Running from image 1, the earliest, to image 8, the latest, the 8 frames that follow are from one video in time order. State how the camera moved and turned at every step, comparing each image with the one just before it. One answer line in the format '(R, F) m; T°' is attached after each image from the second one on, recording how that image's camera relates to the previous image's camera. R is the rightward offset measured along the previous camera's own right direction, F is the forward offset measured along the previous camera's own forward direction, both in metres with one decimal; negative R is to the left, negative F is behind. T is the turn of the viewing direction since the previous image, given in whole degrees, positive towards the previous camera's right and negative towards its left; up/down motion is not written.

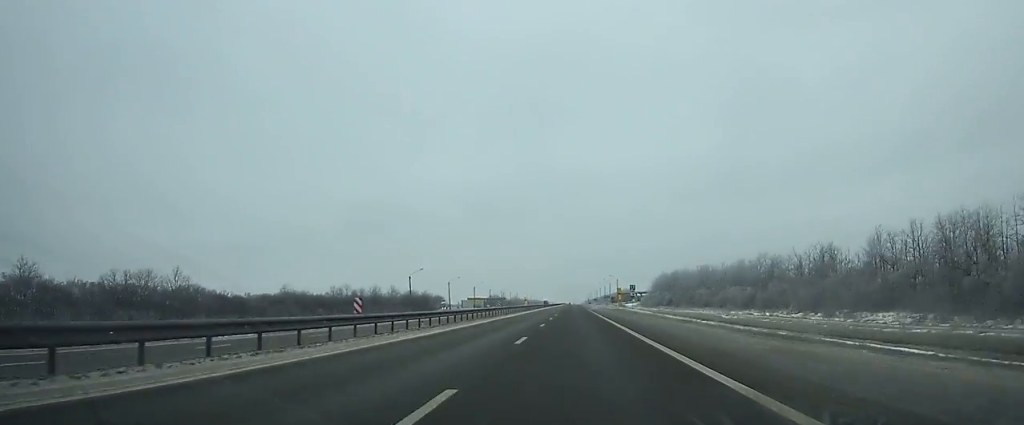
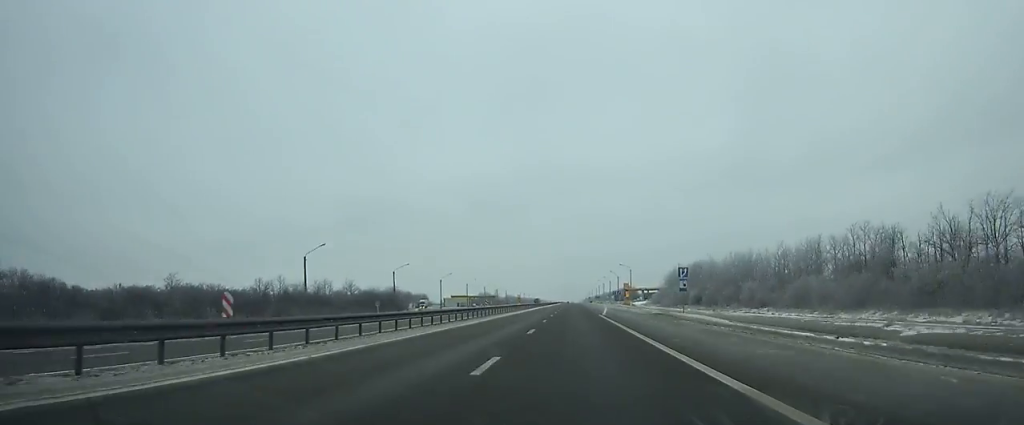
(0.0, +41.8) m; 0°
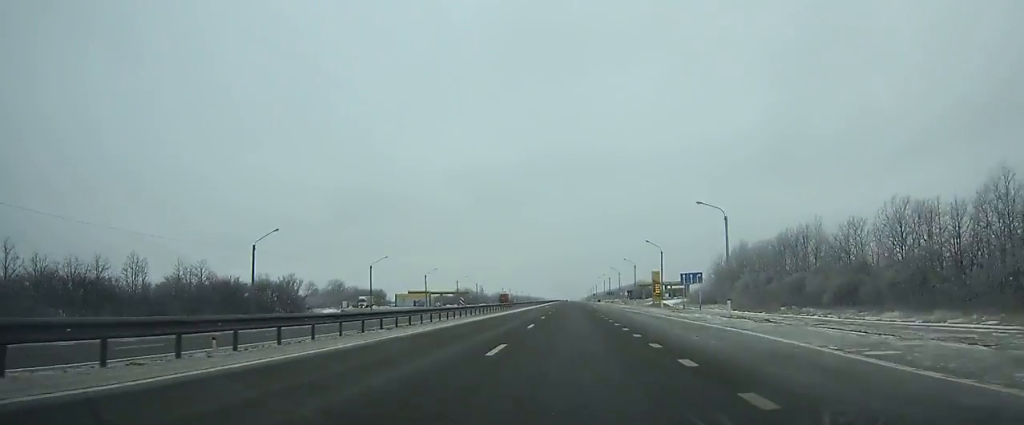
(+0.1, +79.5) m; 0°
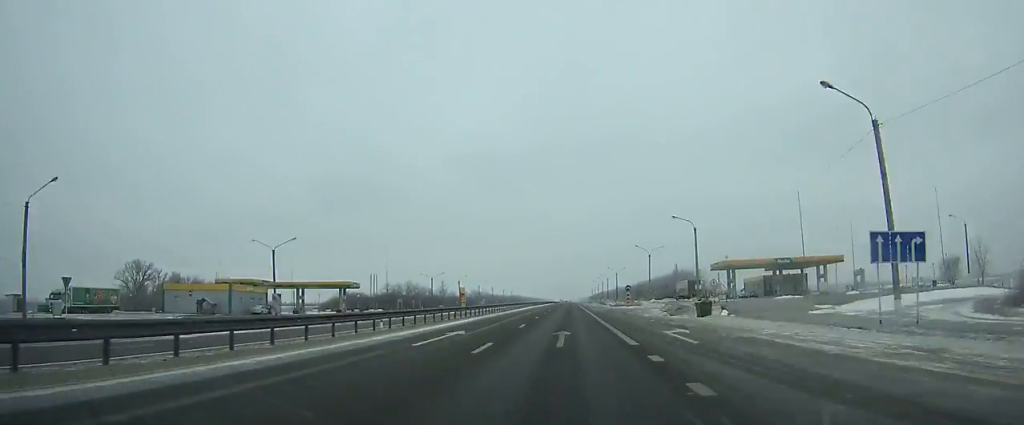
(0.0, +129.6) m; 0°
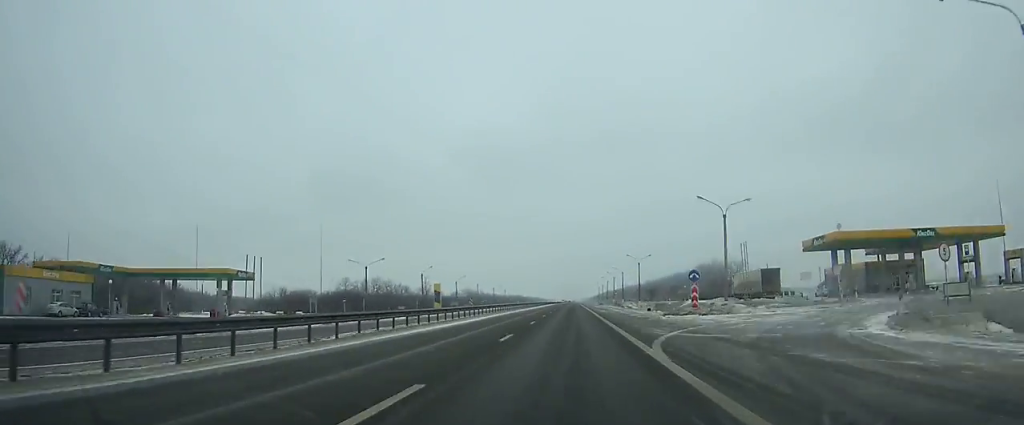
(-0.1, +44.5) m; 0°
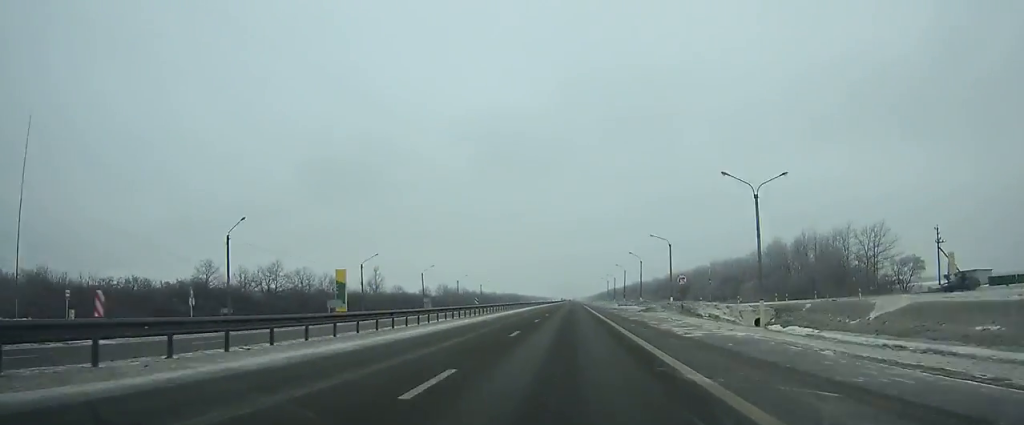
(-0.1, +71.1) m; 0°
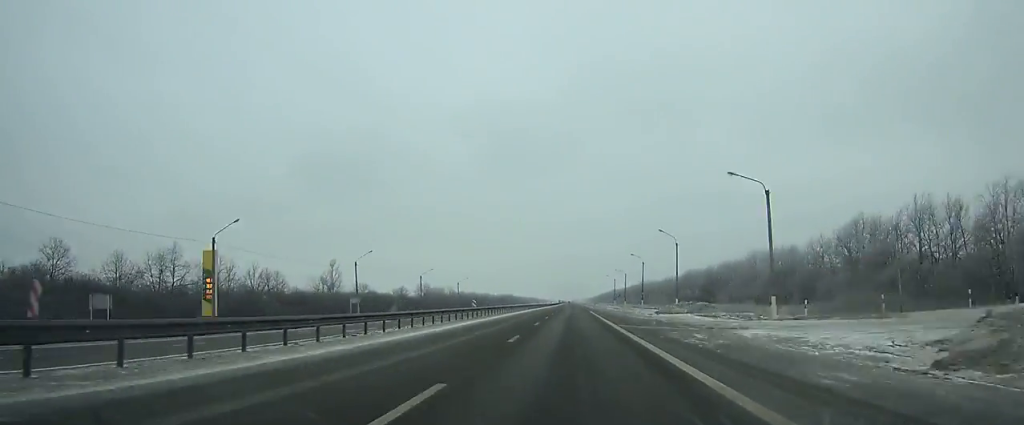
(0.0, +37.9) m; 0°
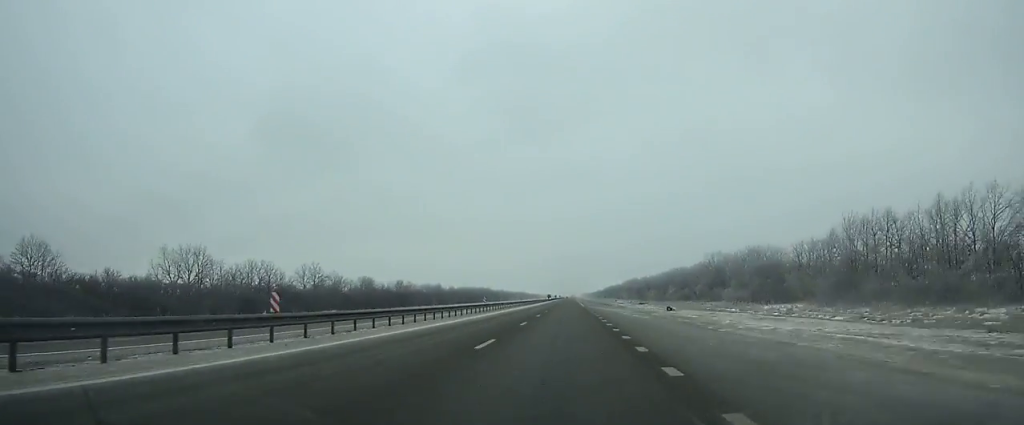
(+0.2, +171.3) m; 0°
